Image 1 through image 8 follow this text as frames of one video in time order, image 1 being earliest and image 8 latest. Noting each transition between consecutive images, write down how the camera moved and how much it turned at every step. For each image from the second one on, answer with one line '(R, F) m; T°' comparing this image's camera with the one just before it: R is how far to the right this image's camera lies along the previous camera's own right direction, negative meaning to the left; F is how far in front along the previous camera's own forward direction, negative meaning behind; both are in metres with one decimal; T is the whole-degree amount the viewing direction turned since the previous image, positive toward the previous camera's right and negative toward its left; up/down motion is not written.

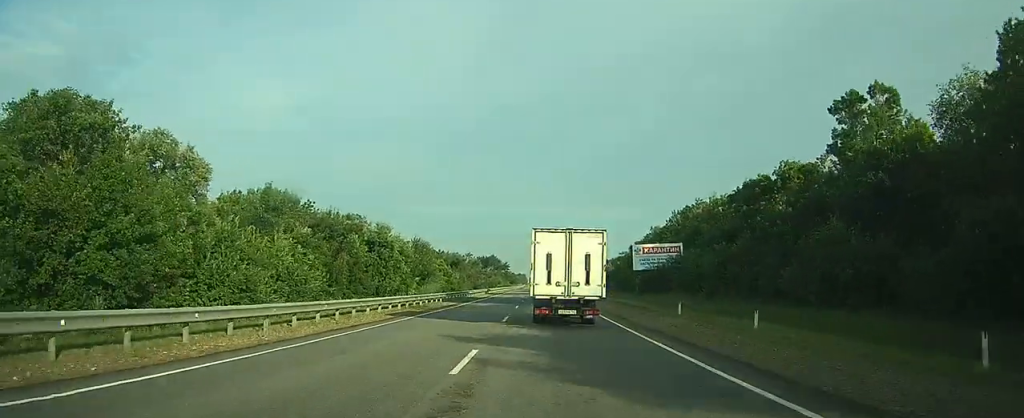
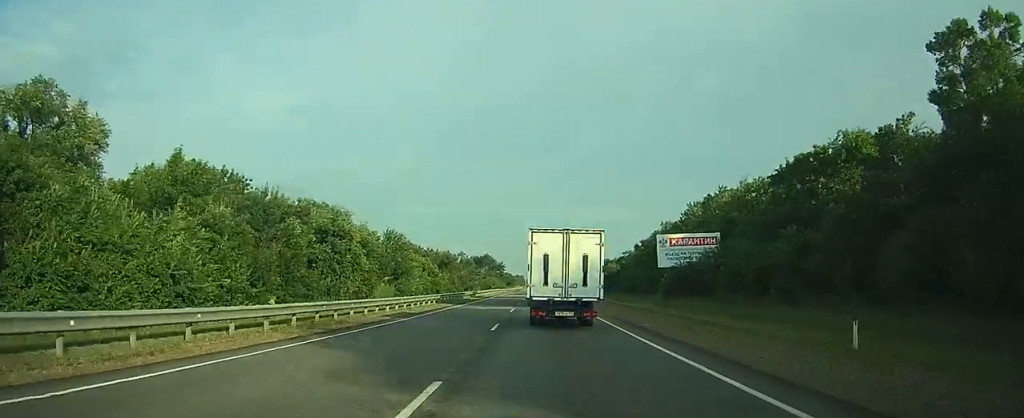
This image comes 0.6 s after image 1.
(0.0, +15.6) m; 0°
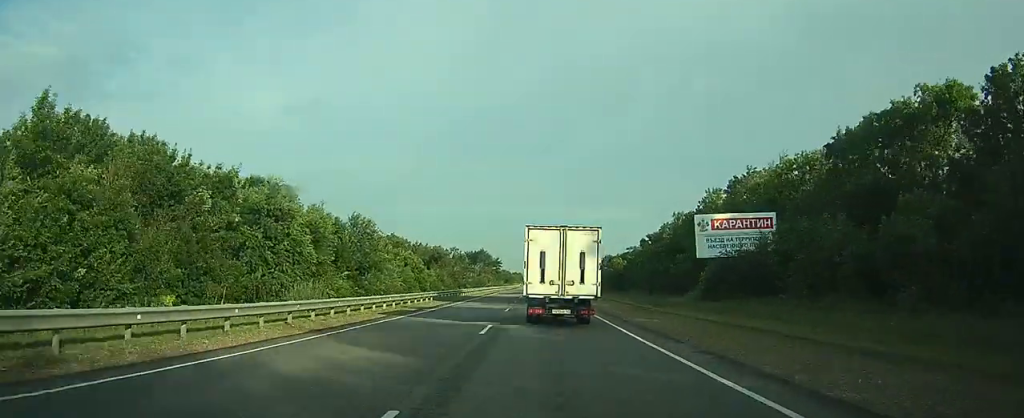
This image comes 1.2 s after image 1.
(0.0, +13.9) m; 0°
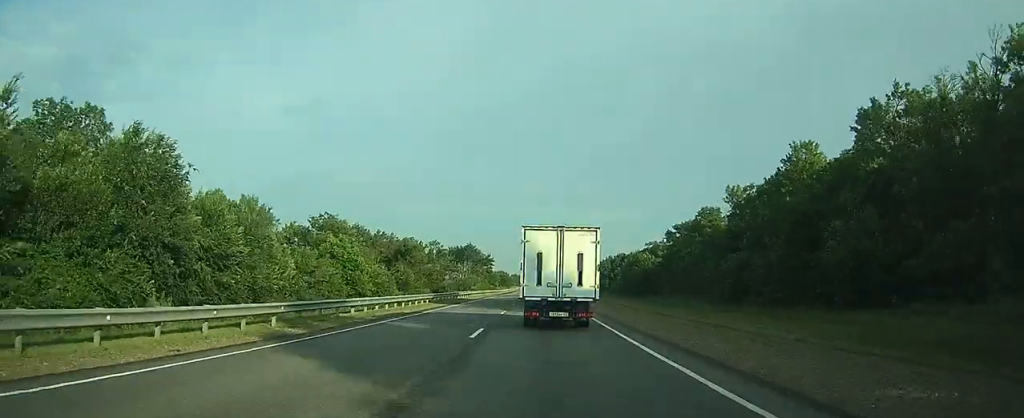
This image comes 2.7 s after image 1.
(0.0, +36.5) m; 0°
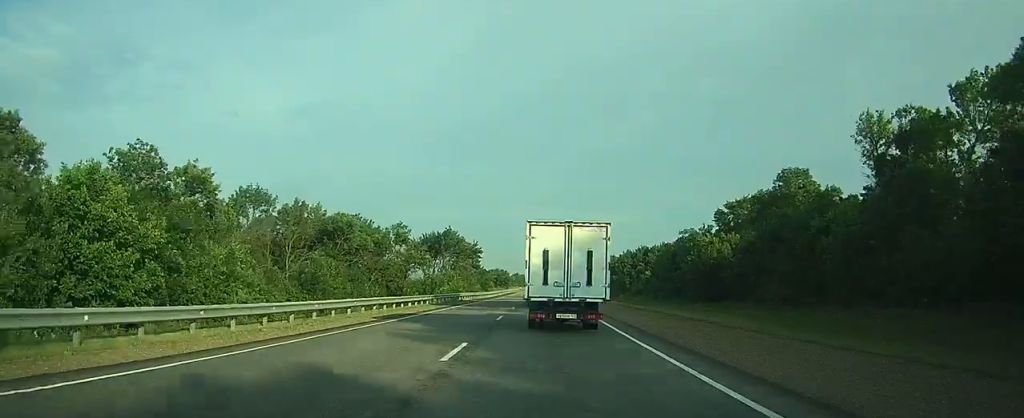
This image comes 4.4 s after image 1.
(0.0, +40.2) m; 0°
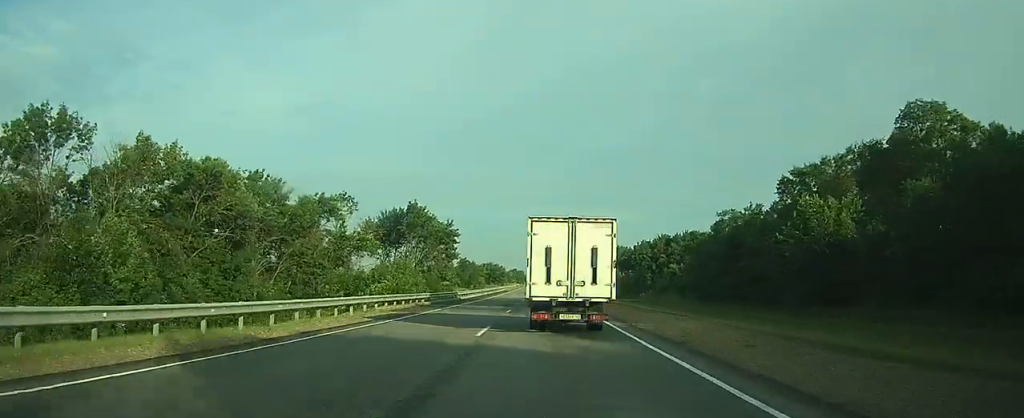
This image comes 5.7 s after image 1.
(+0.1, +31.0) m; 0°
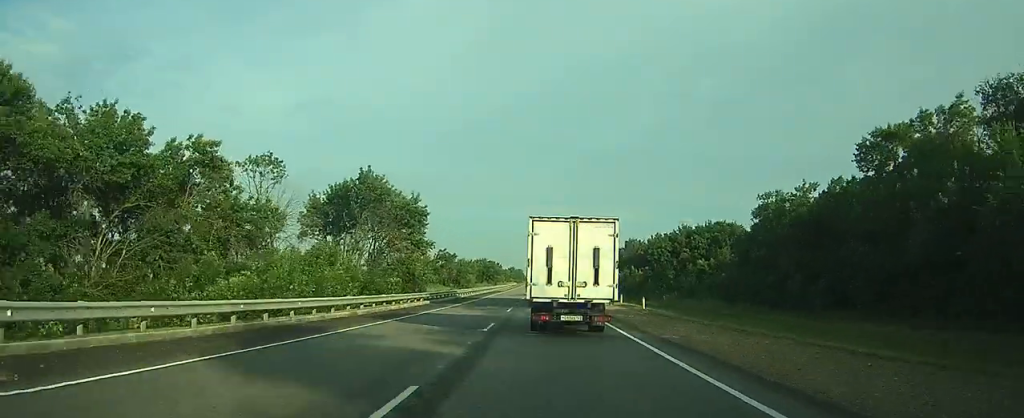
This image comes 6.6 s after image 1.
(0.0, +22.1) m; 0°
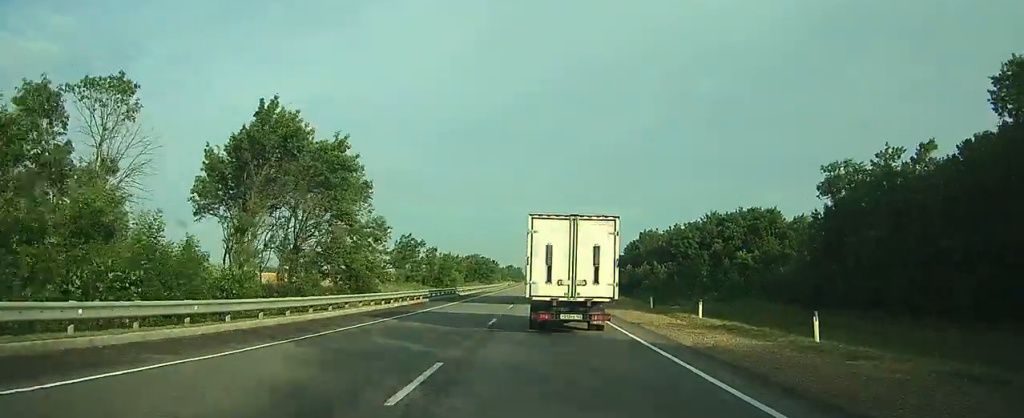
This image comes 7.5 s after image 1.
(0.0, +22.1) m; 0°
